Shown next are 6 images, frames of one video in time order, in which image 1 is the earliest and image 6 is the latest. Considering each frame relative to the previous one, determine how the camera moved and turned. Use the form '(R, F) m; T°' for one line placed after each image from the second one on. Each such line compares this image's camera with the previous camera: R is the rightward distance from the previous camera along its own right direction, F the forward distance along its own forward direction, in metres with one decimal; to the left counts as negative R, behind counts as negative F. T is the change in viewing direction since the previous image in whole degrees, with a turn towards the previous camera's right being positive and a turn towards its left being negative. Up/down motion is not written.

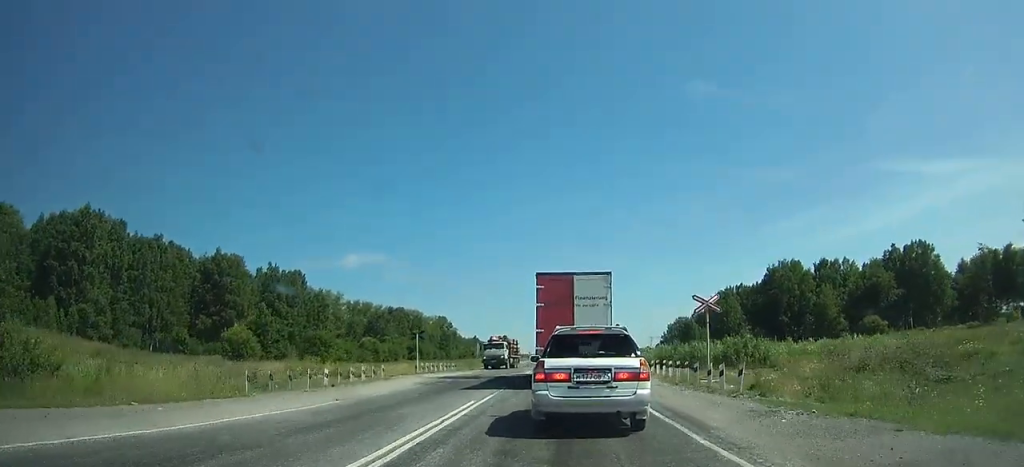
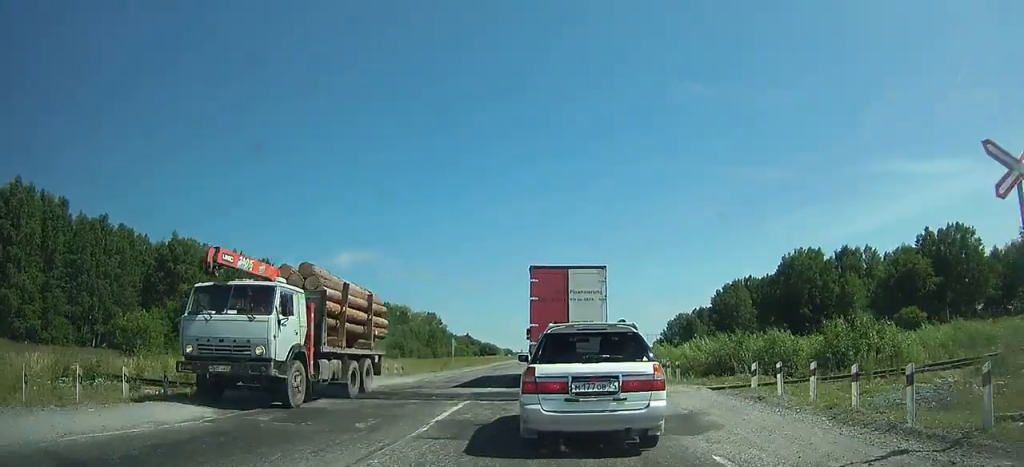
(+0.1, +15.8) m; +1°
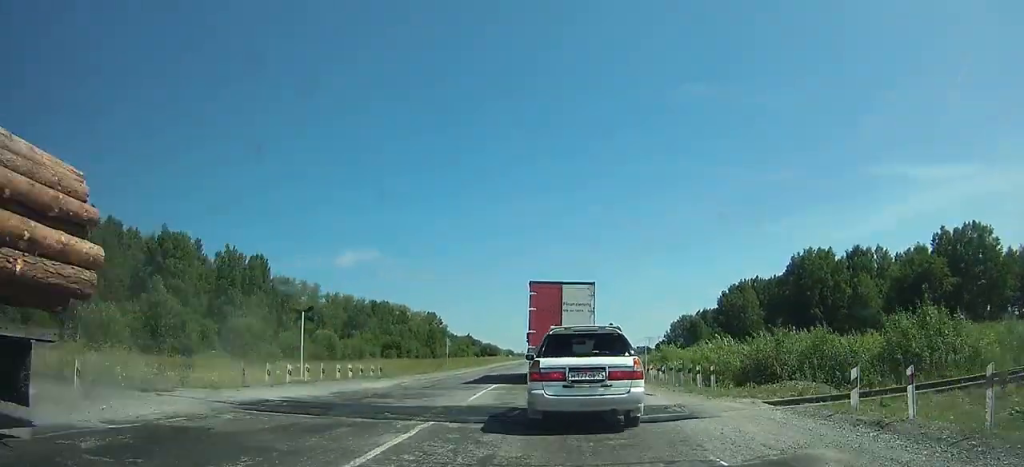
(0.0, +6.0) m; 0°
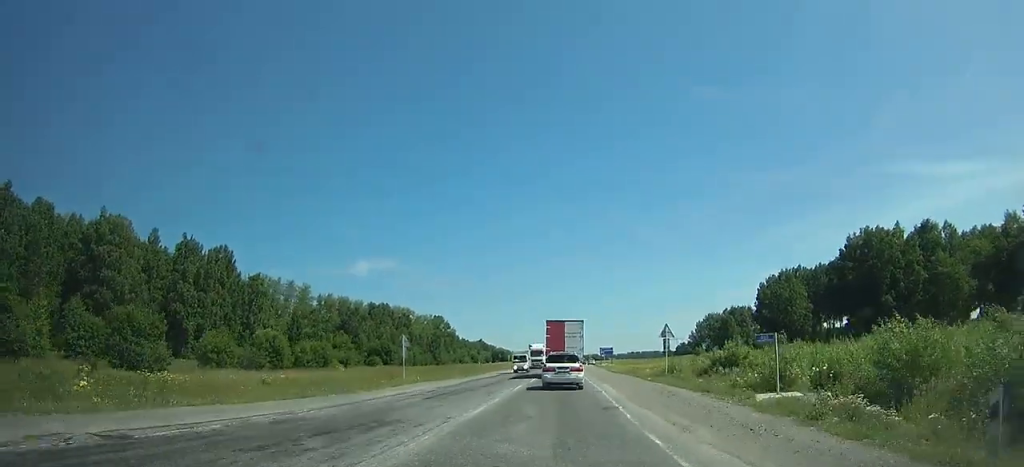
(-0.4, +29.5) m; -1°
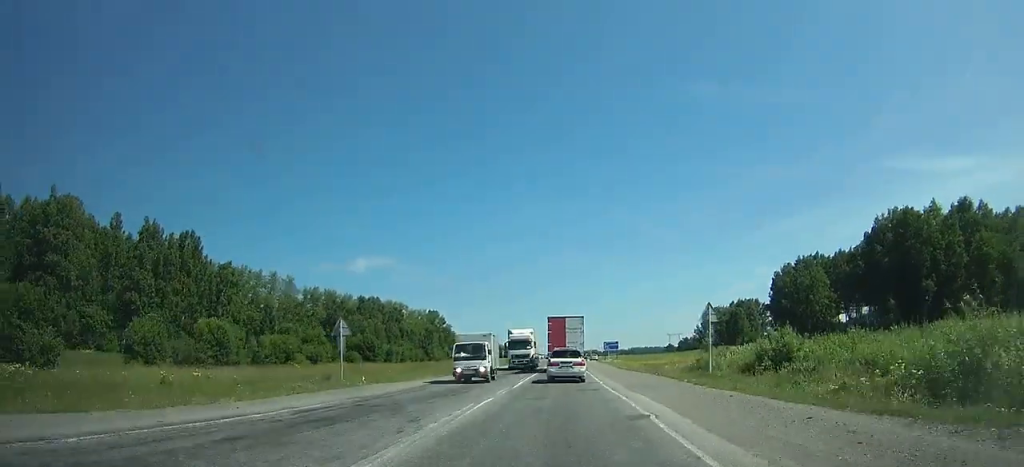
(0.0, +11.2) m; 0°
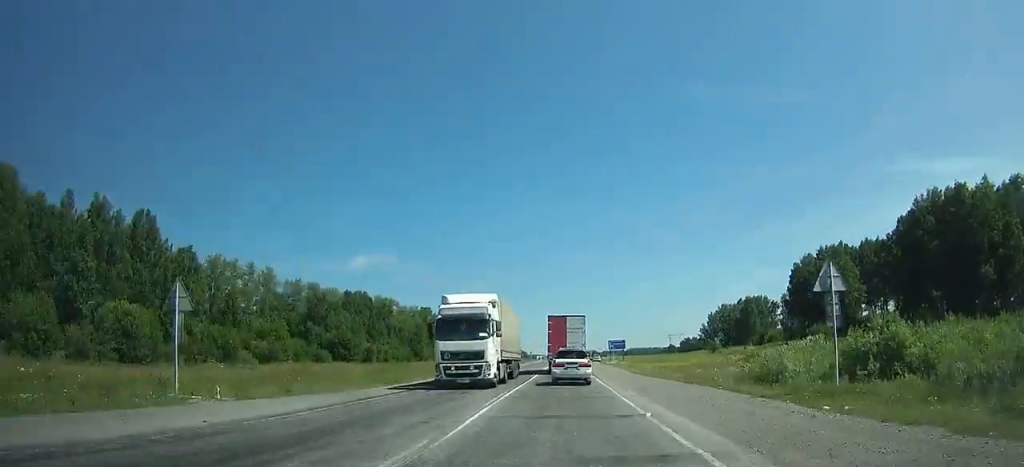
(0.0, +12.6) m; 0°
